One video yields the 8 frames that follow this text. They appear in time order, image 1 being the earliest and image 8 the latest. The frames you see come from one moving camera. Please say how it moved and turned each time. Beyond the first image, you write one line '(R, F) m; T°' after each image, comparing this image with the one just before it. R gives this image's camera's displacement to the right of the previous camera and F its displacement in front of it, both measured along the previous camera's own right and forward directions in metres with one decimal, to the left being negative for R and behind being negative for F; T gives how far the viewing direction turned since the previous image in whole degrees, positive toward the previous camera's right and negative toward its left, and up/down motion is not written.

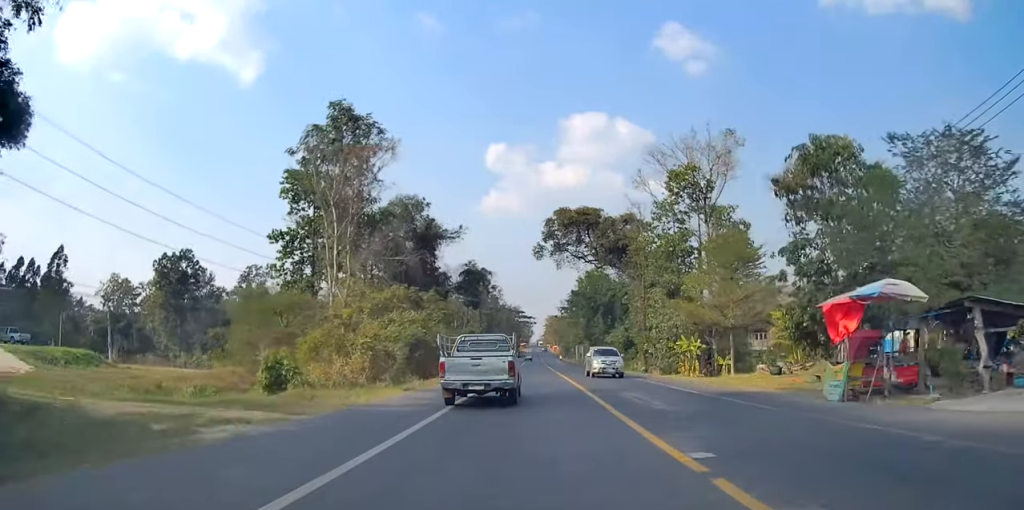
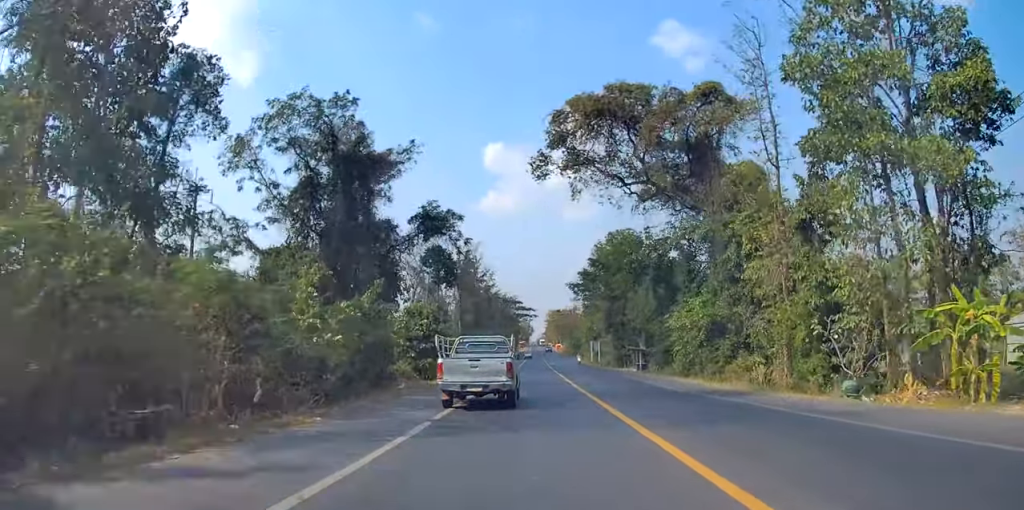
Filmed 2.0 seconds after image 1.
(+0.5, +35.5) m; +3°
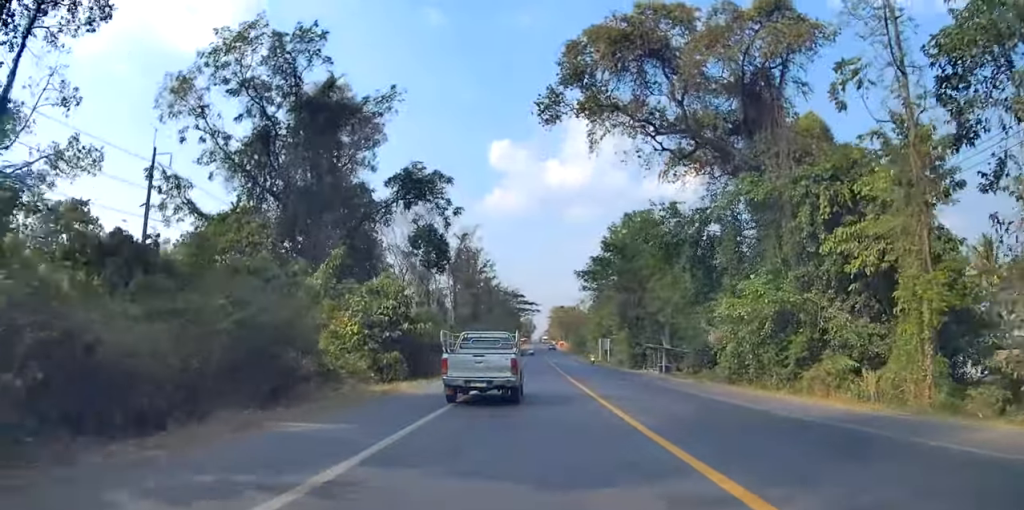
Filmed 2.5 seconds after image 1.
(+0.5, +10.6) m; 0°
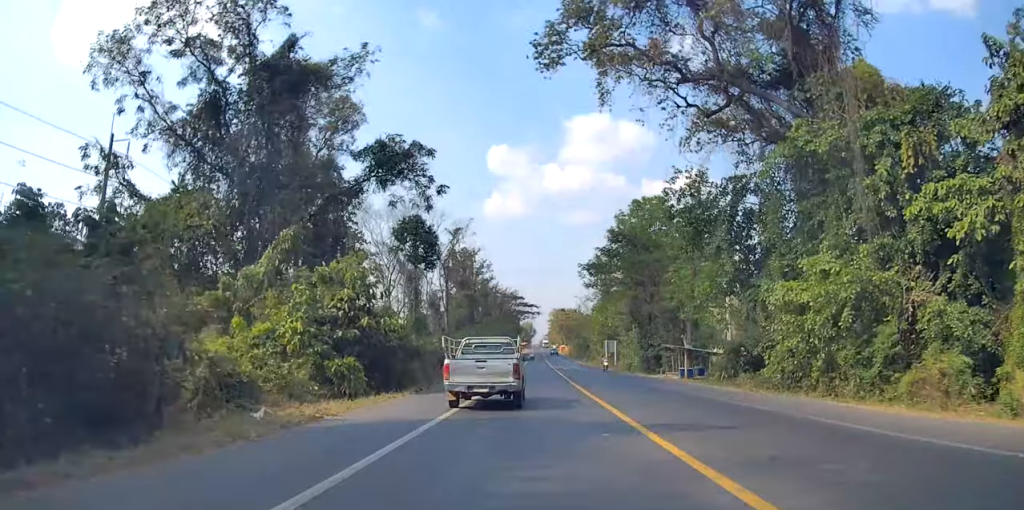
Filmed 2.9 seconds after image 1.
(-0.1, +7.3) m; -1°
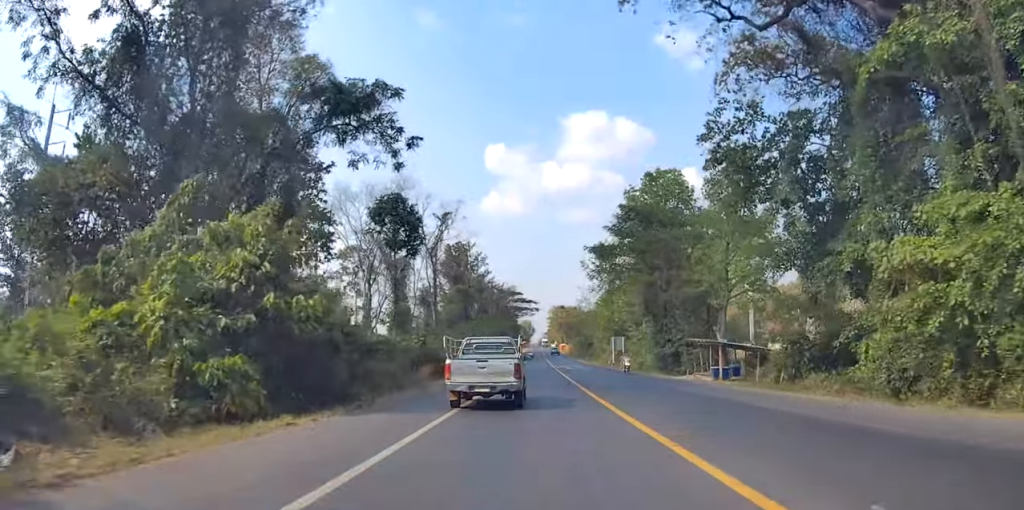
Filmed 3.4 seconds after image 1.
(-0.3, +8.5) m; -1°
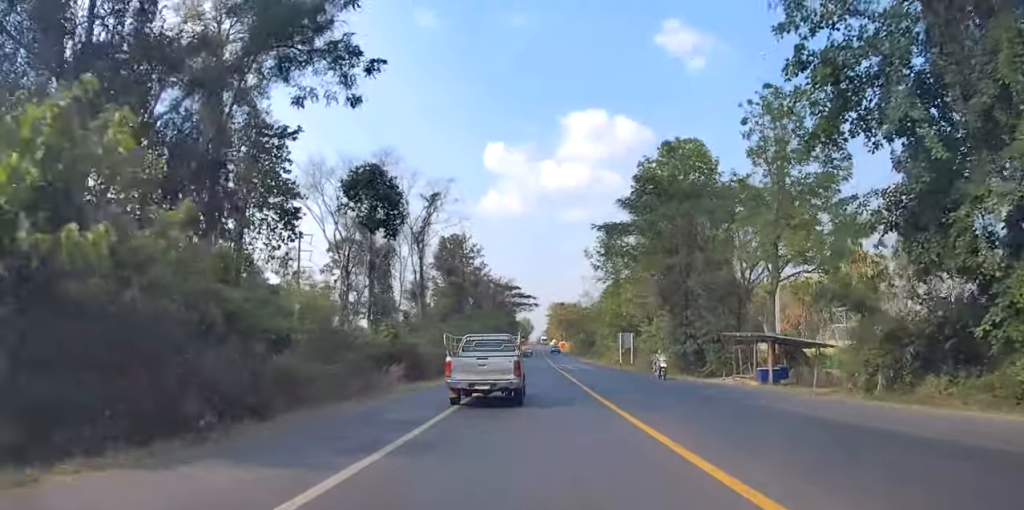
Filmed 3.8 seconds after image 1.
(-0.1, +7.9) m; -1°
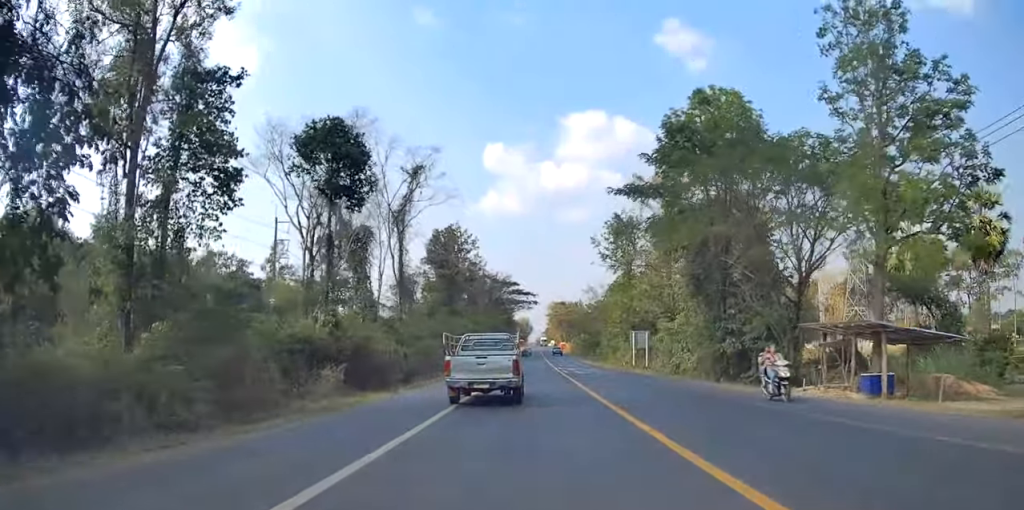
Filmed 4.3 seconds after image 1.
(-0.1, +9.3) m; +1°
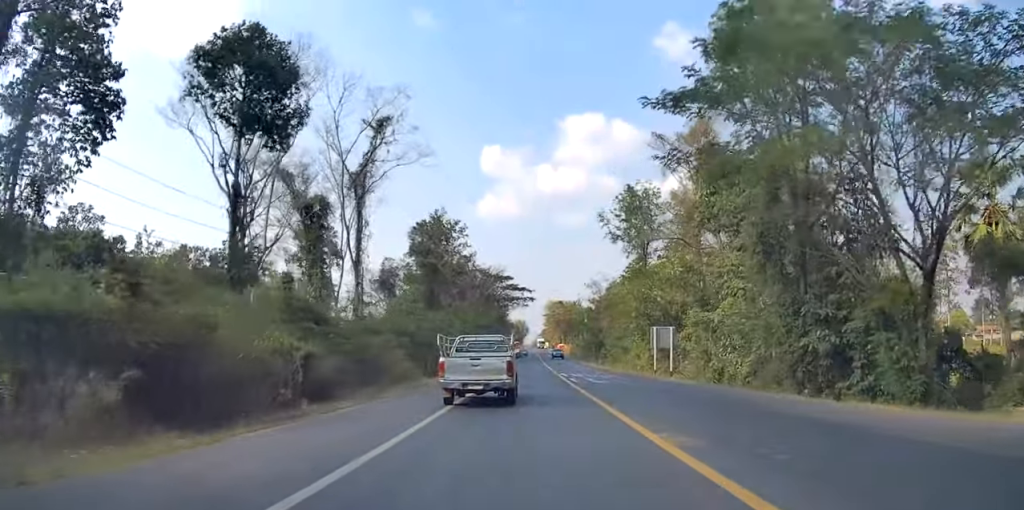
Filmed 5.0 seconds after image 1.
(+0.2, +12.0) m; +1°
